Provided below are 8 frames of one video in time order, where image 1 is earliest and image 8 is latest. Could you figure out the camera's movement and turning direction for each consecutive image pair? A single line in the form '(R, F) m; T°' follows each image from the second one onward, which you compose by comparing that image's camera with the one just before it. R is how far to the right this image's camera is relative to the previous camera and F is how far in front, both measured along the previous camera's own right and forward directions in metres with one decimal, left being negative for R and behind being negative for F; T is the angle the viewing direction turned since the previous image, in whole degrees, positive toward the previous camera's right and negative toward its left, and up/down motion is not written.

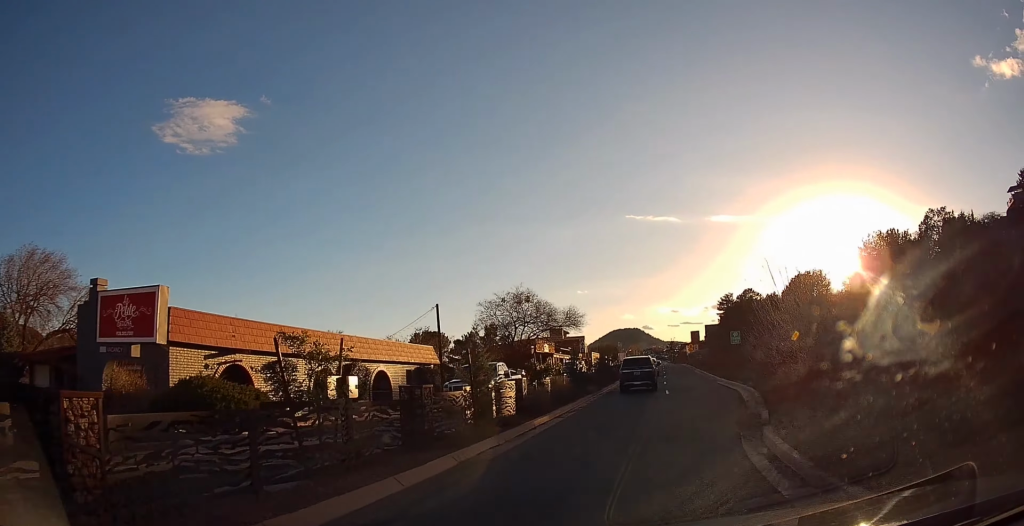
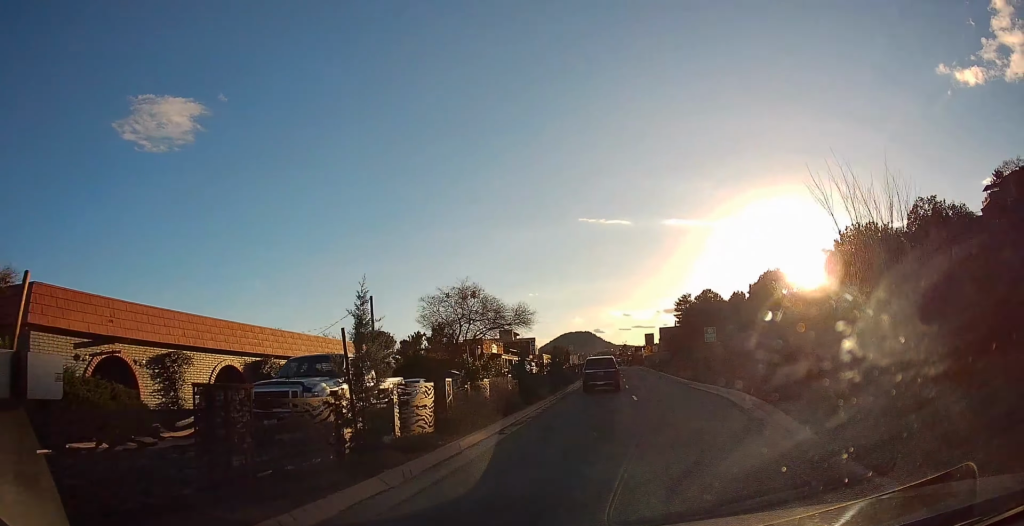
(+0.1, +3.7) m; +4°
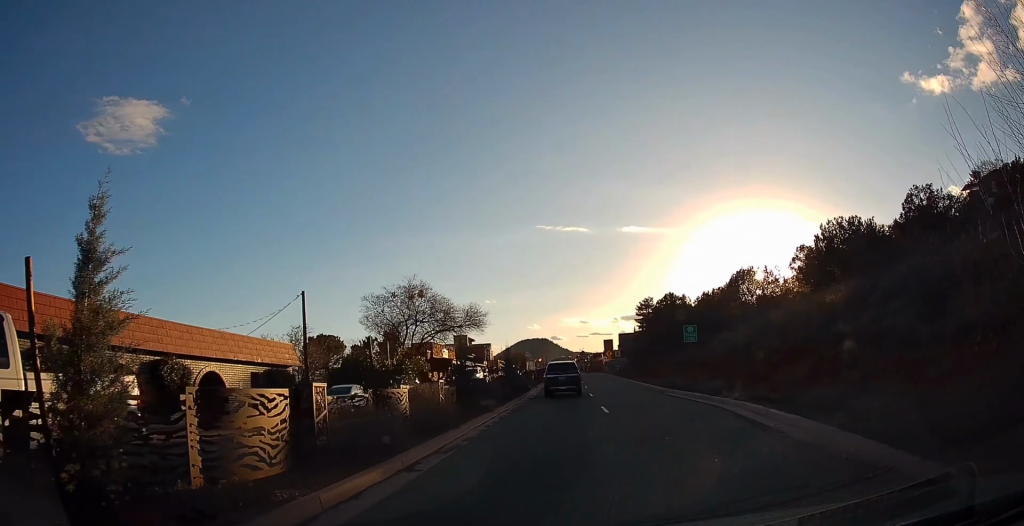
(+0.1, +3.4) m; +5°
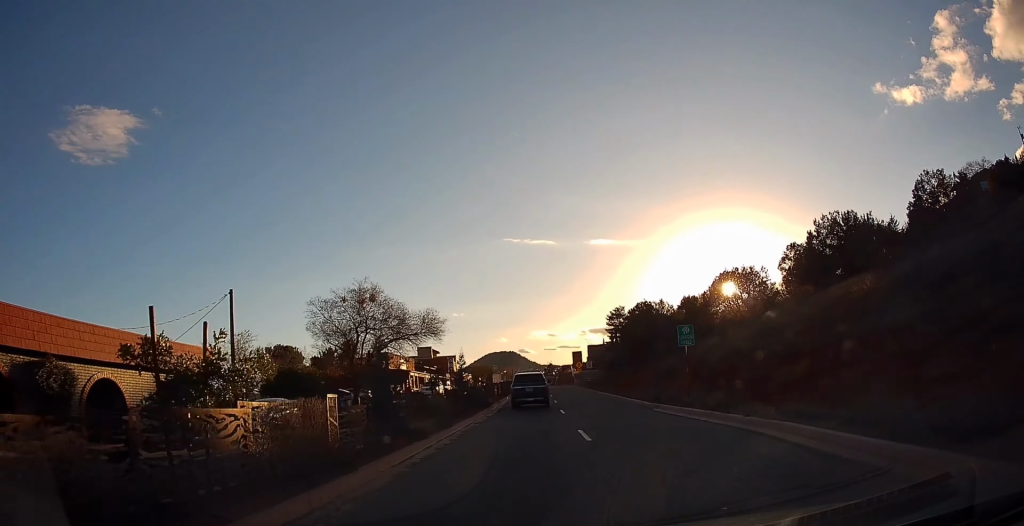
(+0.2, +3.9) m; +6°
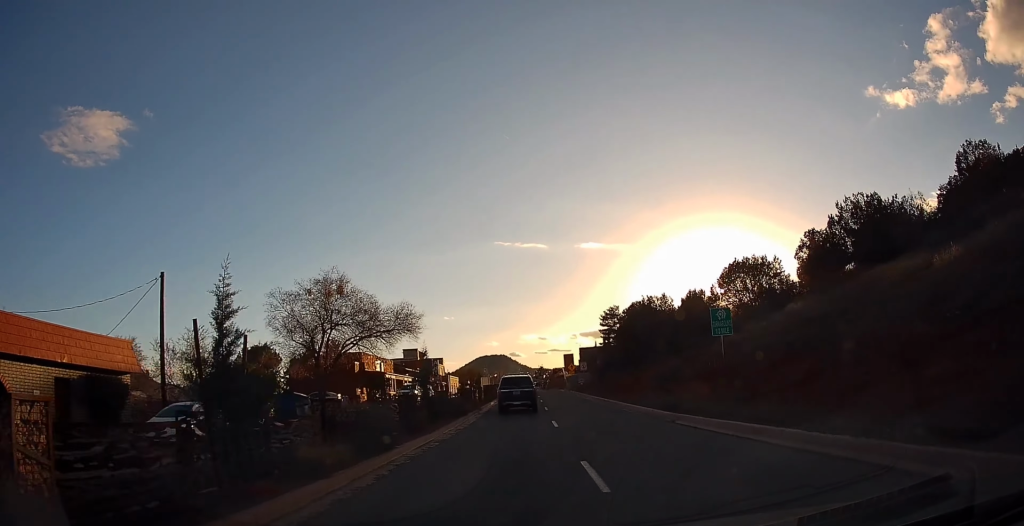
(+0.2, +4.7) m; +5°
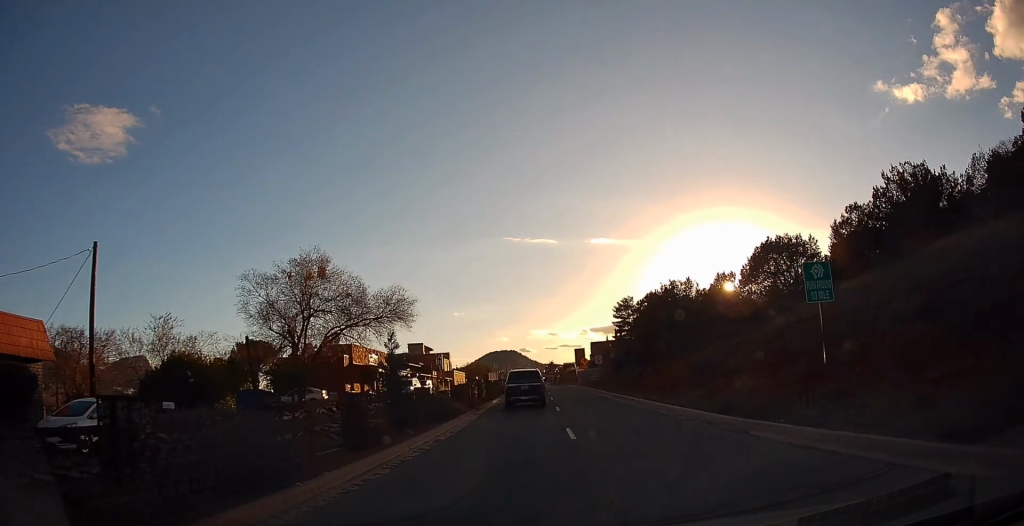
(+0.1, +4.9) m; +3°
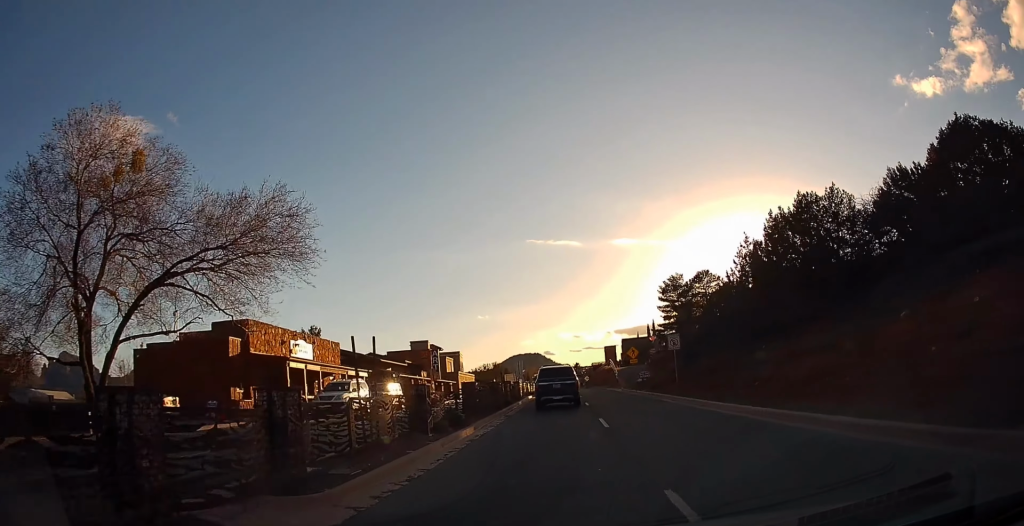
(+0.5, +24.3) m; +2°
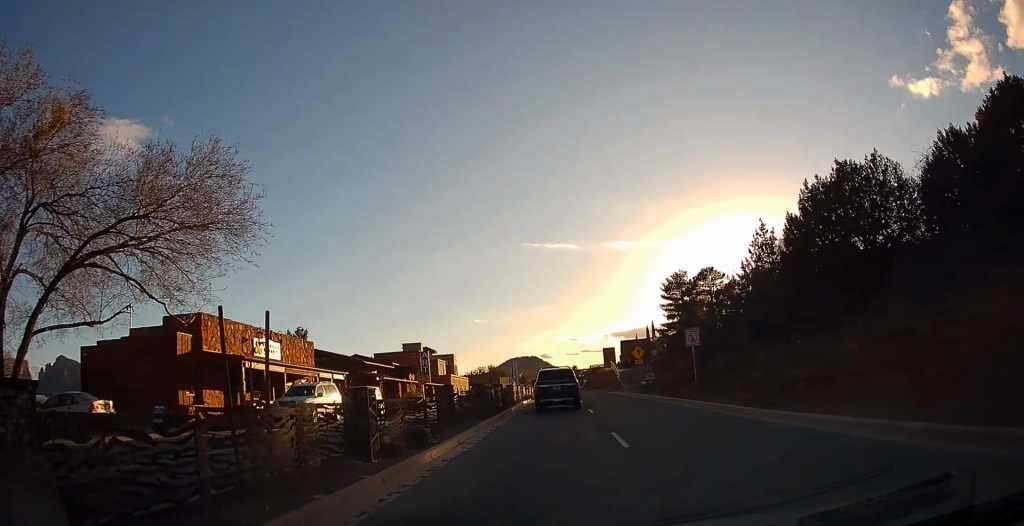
(0.0, +4.8) m; 0°
